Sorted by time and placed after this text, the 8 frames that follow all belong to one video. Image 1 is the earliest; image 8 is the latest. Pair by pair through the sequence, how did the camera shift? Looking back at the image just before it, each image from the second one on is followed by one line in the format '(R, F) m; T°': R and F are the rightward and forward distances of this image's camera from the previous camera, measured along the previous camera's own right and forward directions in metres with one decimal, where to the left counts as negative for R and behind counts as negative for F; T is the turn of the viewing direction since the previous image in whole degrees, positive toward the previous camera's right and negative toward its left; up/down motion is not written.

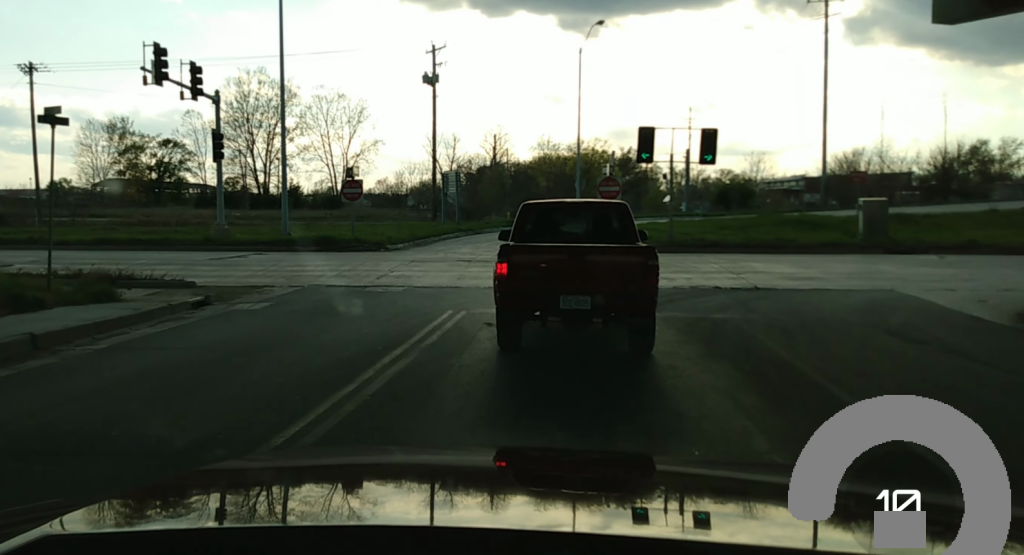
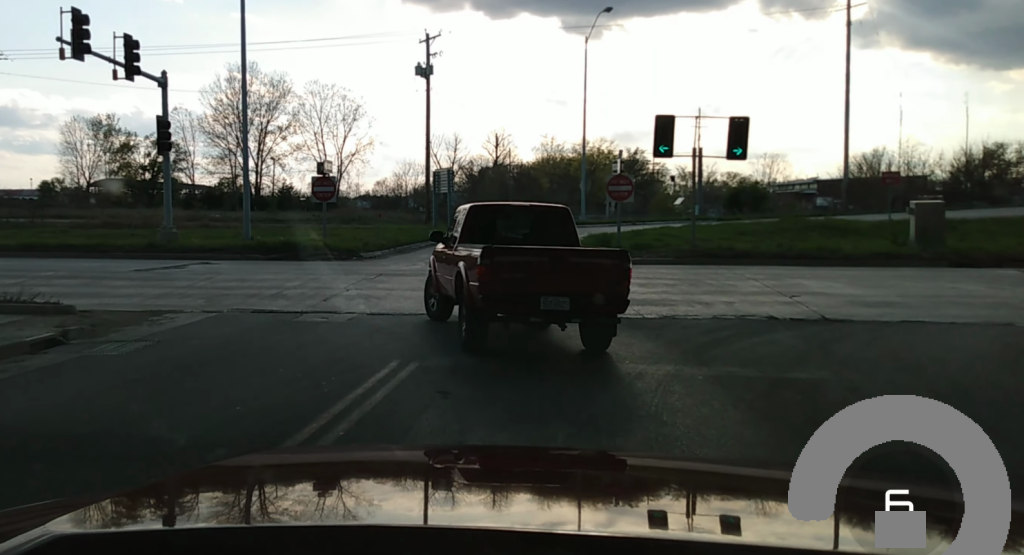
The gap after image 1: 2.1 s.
(-0.1, +6.8) m; -11°
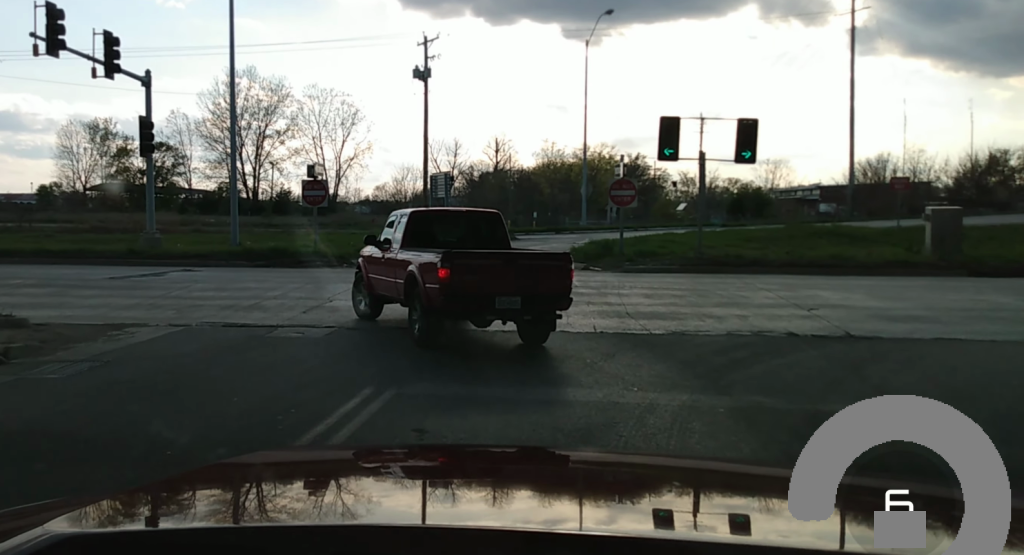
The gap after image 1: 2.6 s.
(+0.1, +1.5) m; -5°
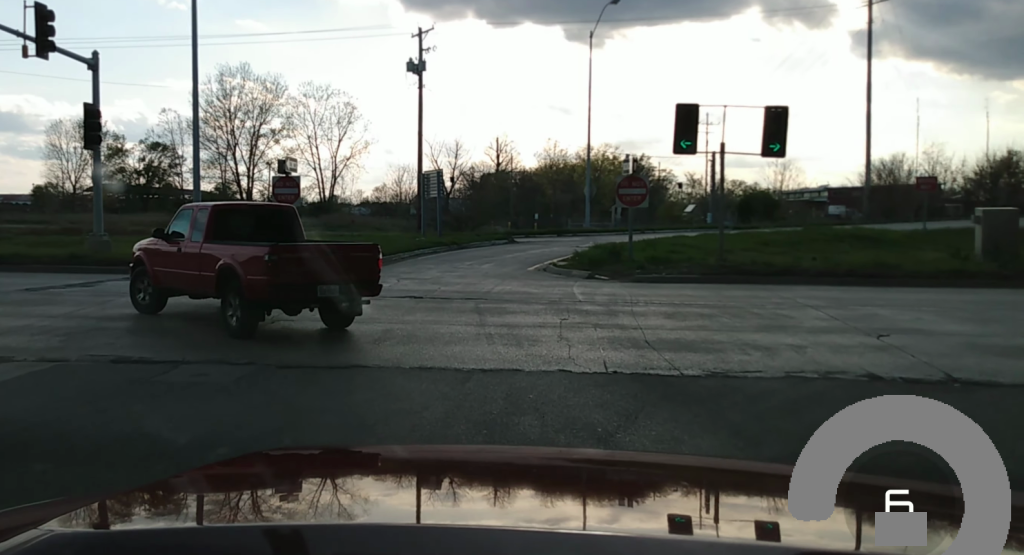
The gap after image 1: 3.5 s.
(-0.3, +3.1) m; -1°
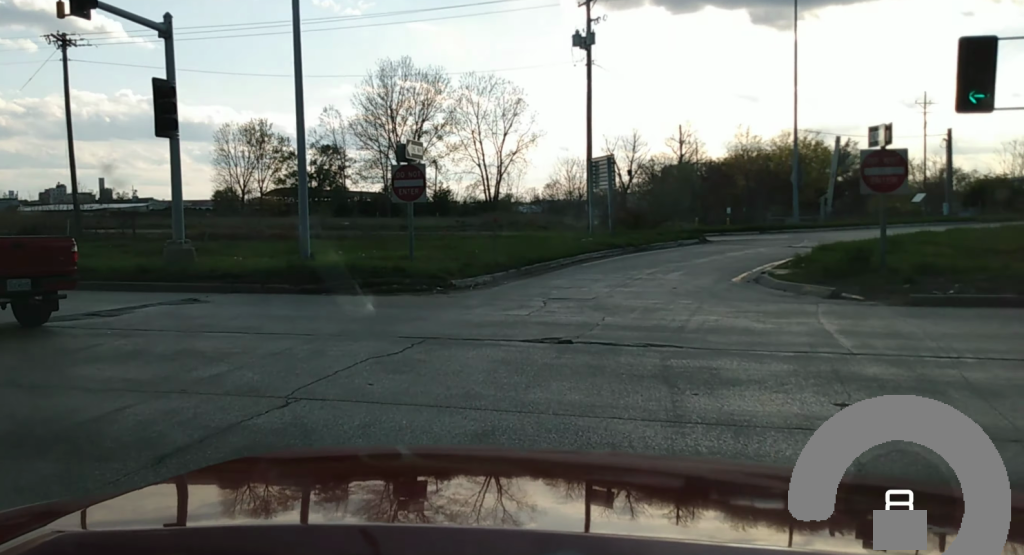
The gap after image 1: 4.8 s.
(-0.1, +5.1) m; -11°
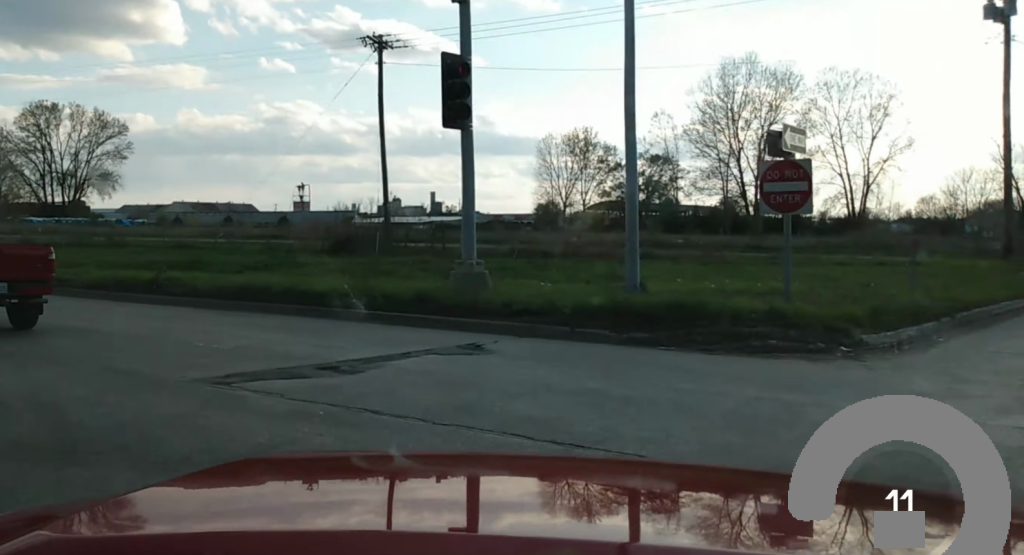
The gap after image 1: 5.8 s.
(-0.7, +4.6) m; -10°
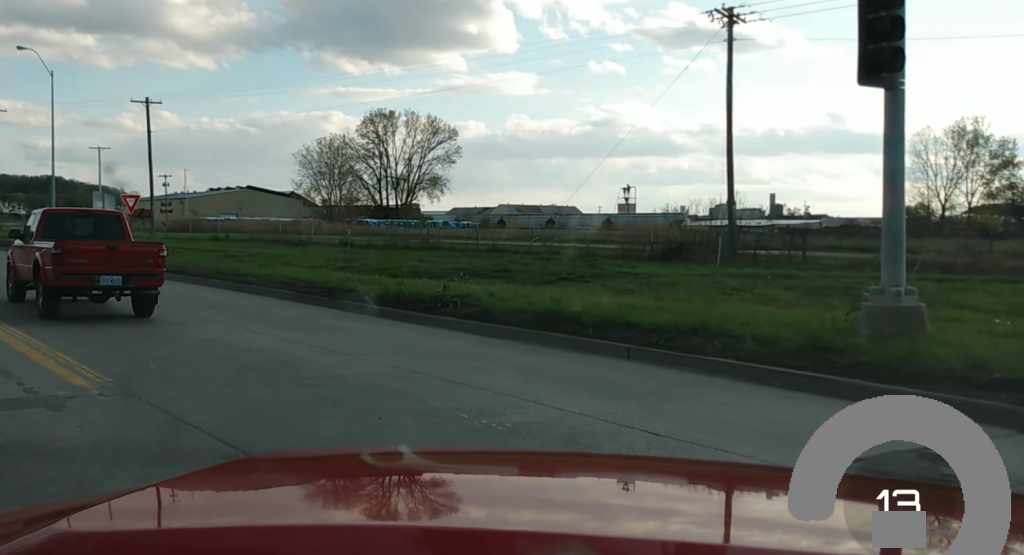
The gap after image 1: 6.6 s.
(+0.1, +4.4) m; -7°
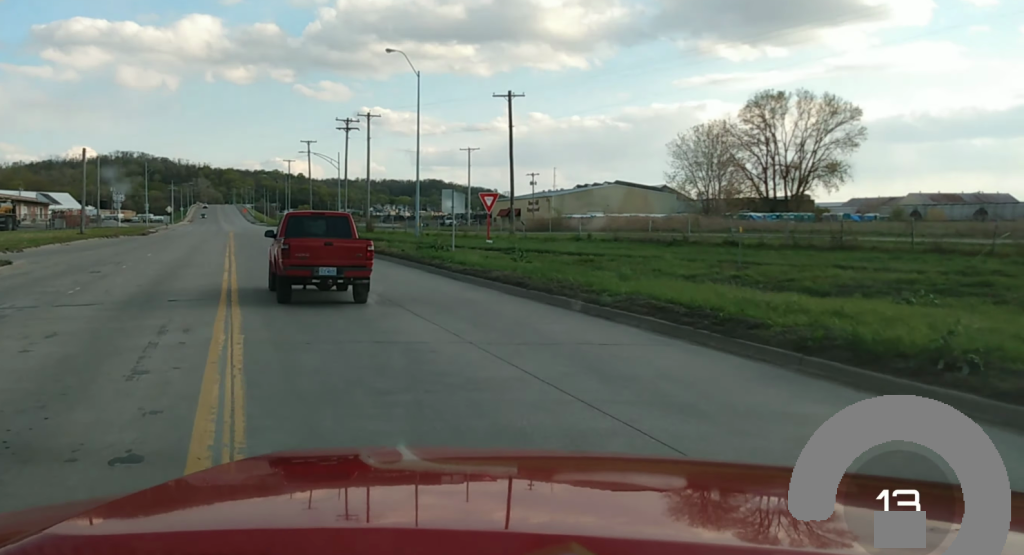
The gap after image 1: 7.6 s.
(-0.9, +6.0) m; -21°
